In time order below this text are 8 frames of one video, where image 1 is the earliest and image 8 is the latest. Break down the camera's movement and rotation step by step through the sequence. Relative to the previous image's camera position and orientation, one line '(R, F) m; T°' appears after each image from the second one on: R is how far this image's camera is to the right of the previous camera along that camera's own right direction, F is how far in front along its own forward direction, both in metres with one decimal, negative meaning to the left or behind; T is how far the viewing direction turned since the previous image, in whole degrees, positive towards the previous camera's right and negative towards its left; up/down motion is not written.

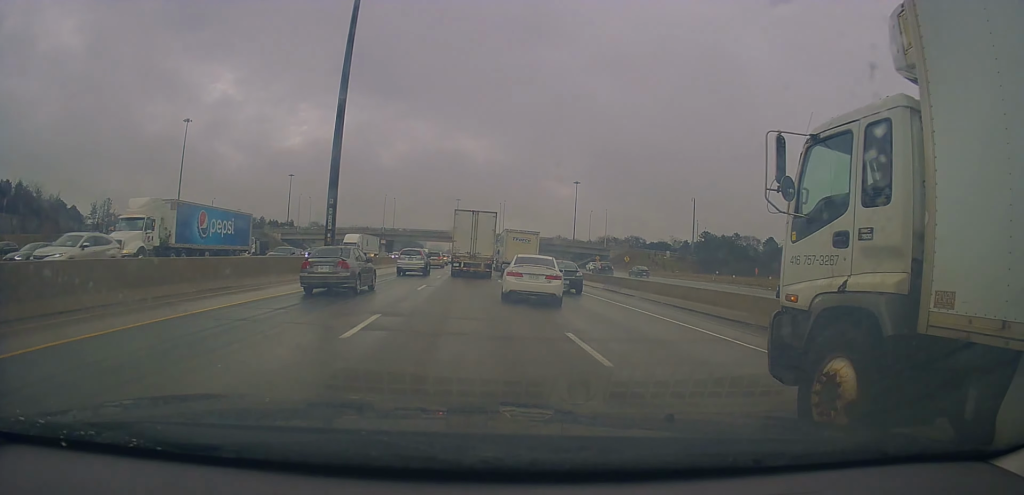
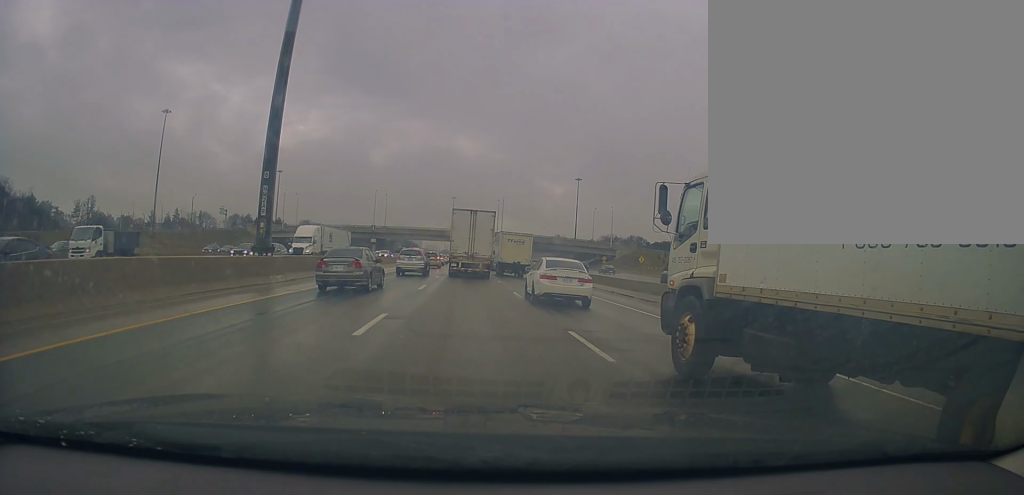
(+0.7, +11.0) m; +2°
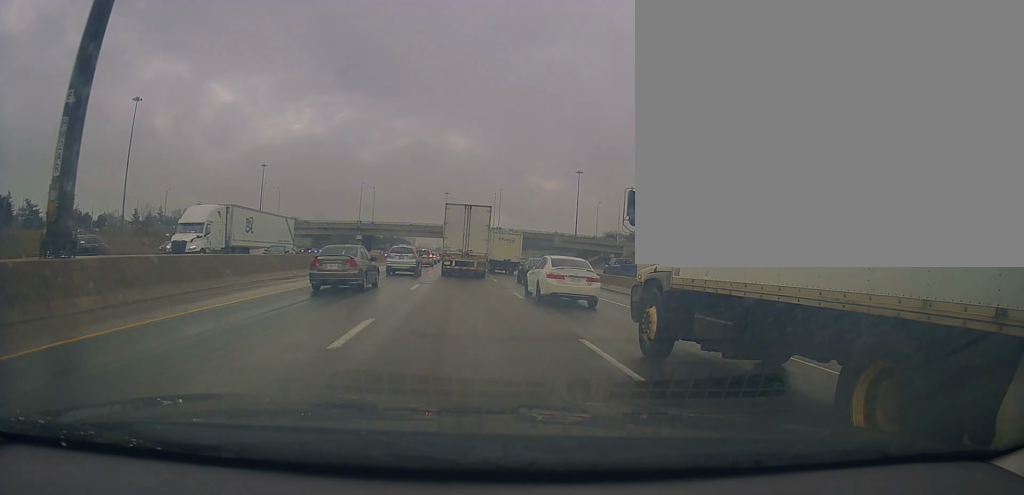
(-0.5, +13.0) m; -2°
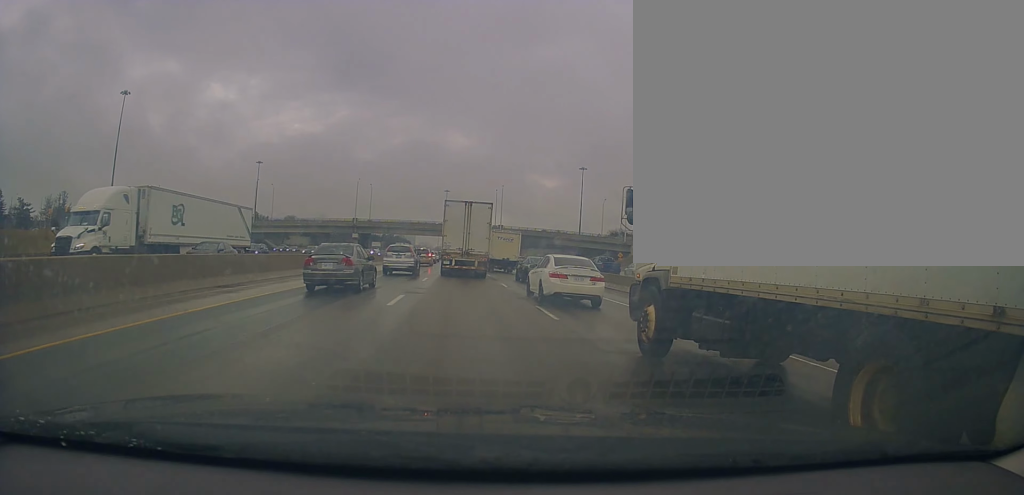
(-0.1, +6.3) m; 0°
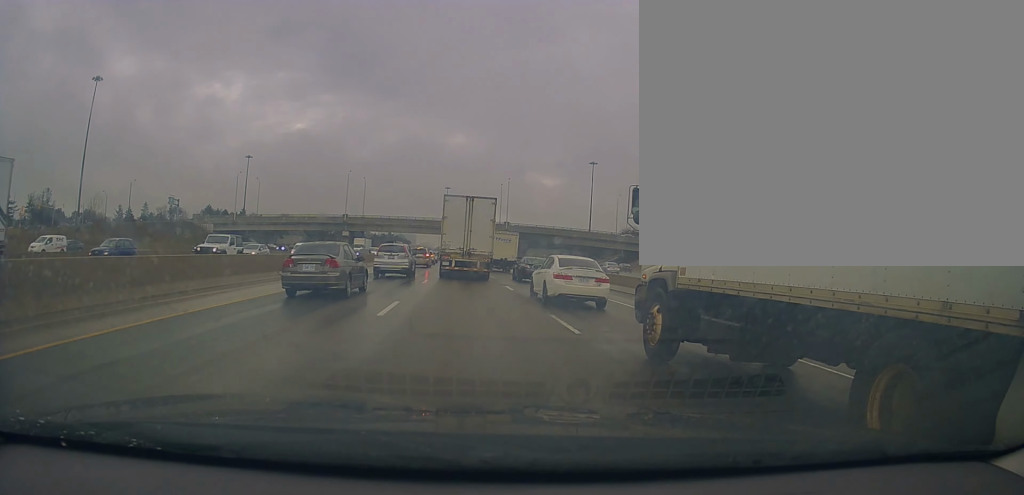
(+0.2, +14.5) m; 0°
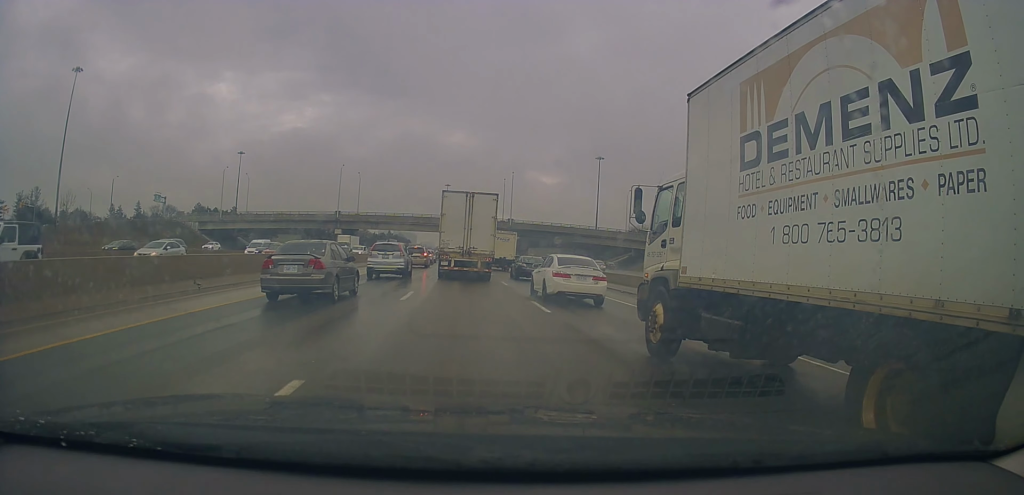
(-0.2, +8.9) m; +1°
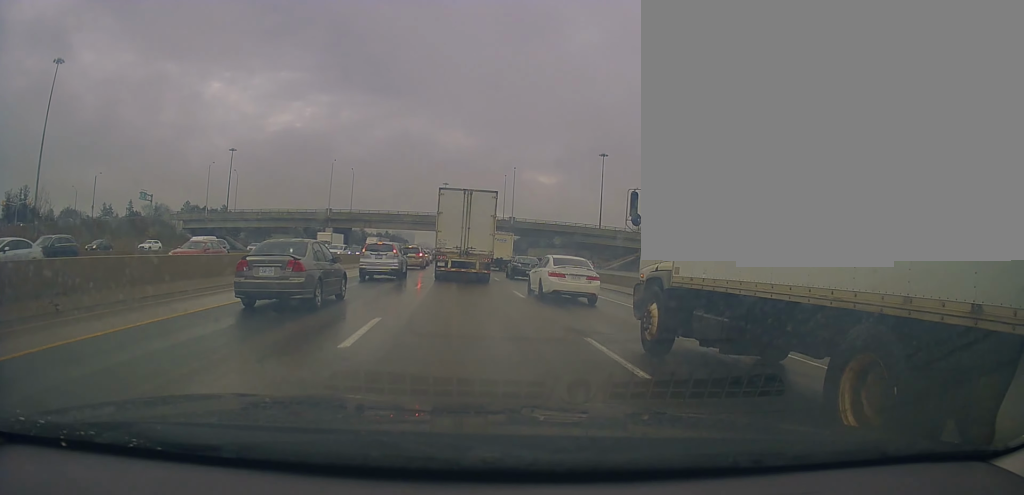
(+0.3, +7.2) m; 0°
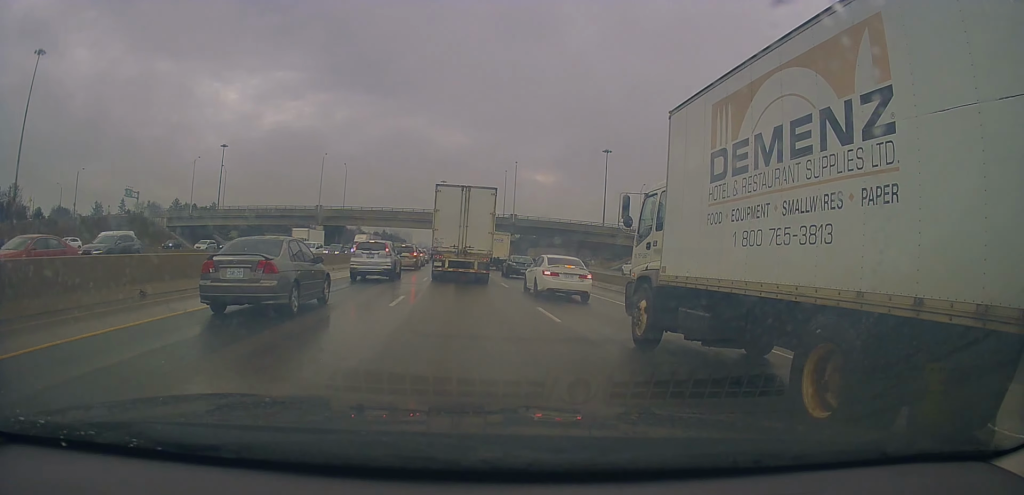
(0.0, +6.9) m; 0°
